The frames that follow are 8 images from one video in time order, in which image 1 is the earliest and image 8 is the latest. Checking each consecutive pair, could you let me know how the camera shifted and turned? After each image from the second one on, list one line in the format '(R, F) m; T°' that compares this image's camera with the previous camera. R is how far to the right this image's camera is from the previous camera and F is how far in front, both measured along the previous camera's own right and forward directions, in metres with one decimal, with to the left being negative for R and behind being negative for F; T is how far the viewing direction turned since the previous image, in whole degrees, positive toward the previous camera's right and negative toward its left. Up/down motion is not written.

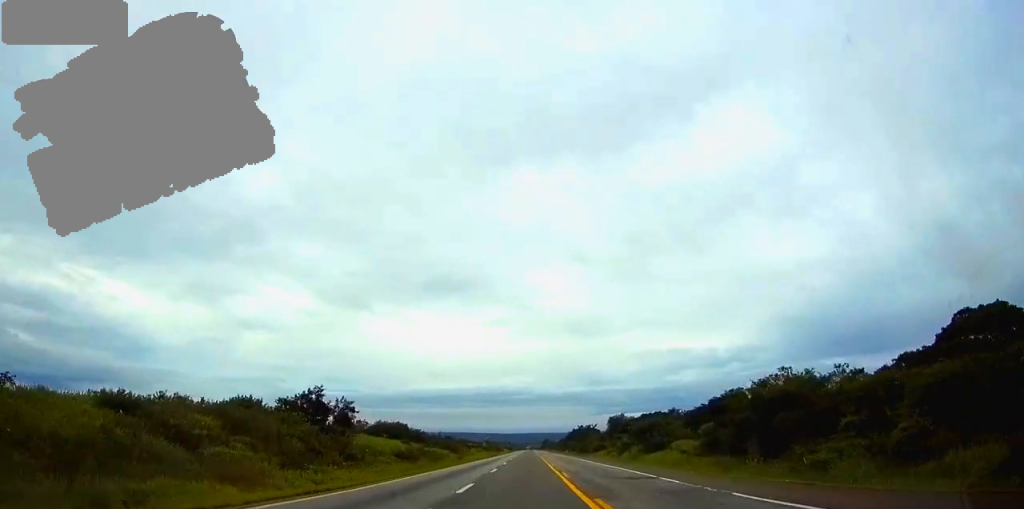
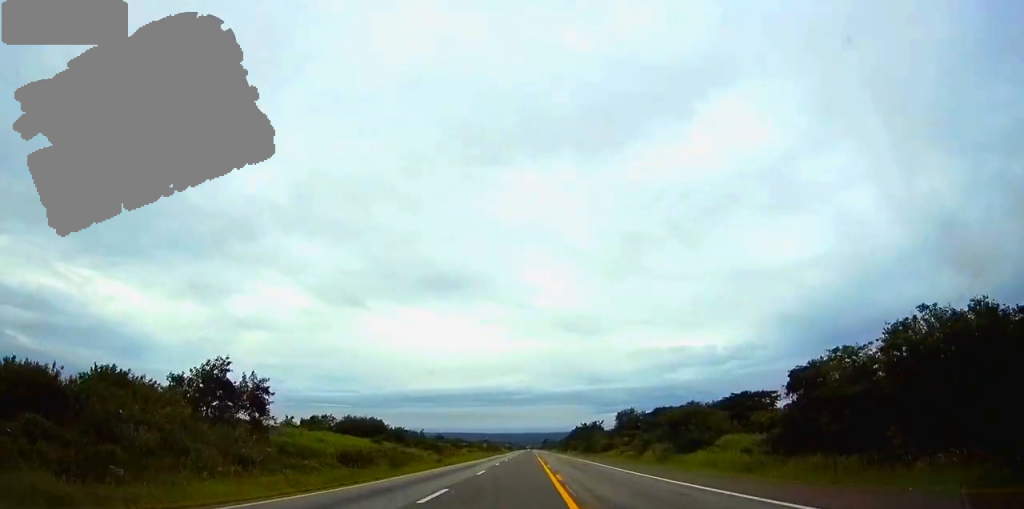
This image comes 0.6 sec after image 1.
(+0.1, +20.2) m; 0°
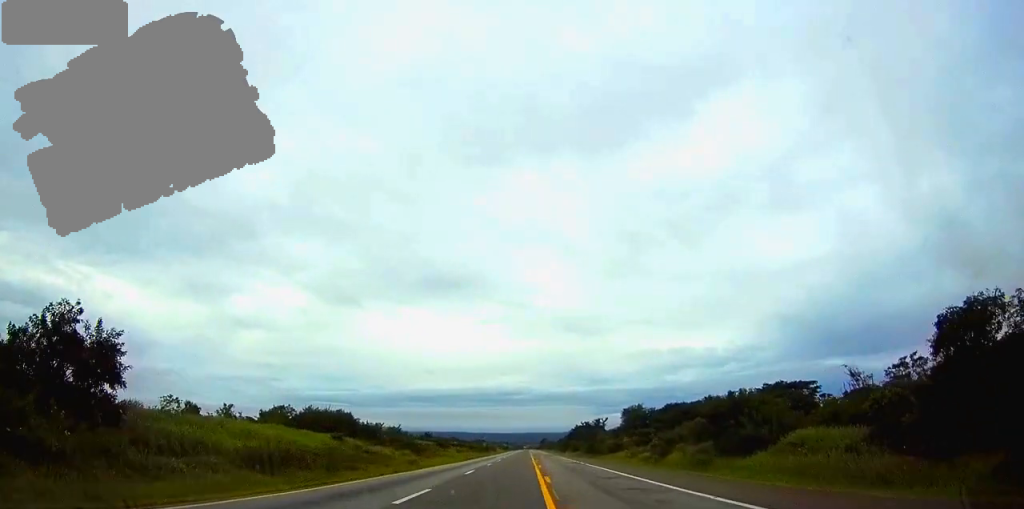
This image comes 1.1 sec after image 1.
(0.0, +17.0) m; 0°
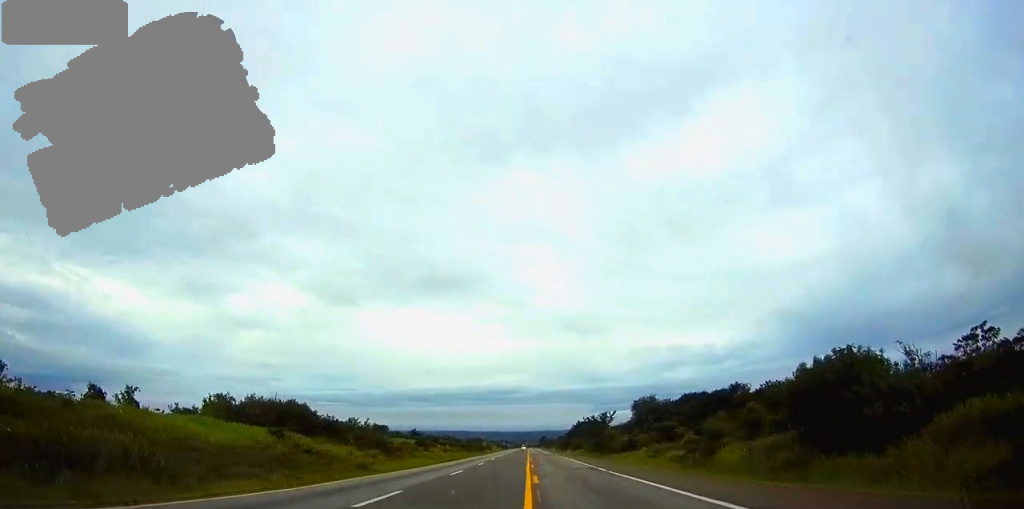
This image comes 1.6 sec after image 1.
(0.0, +18.1) m; 0°
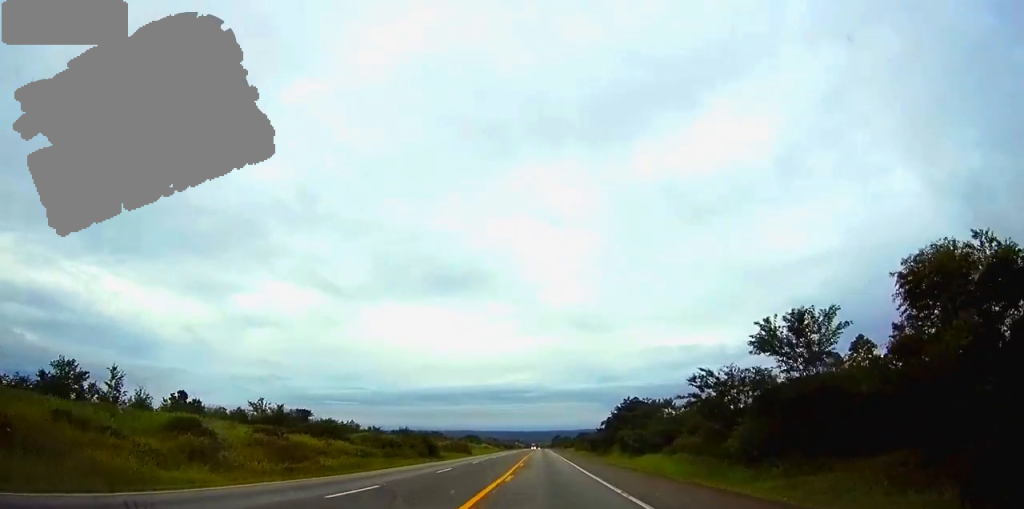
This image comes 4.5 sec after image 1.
(-0.6, +96.8) m; -1°
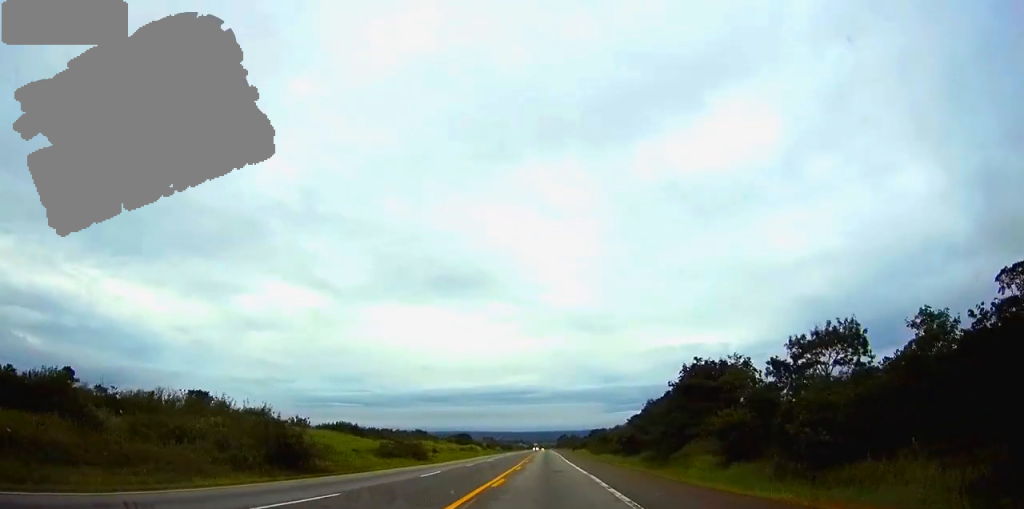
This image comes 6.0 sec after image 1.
(-0.1, +53.1) m; 0°
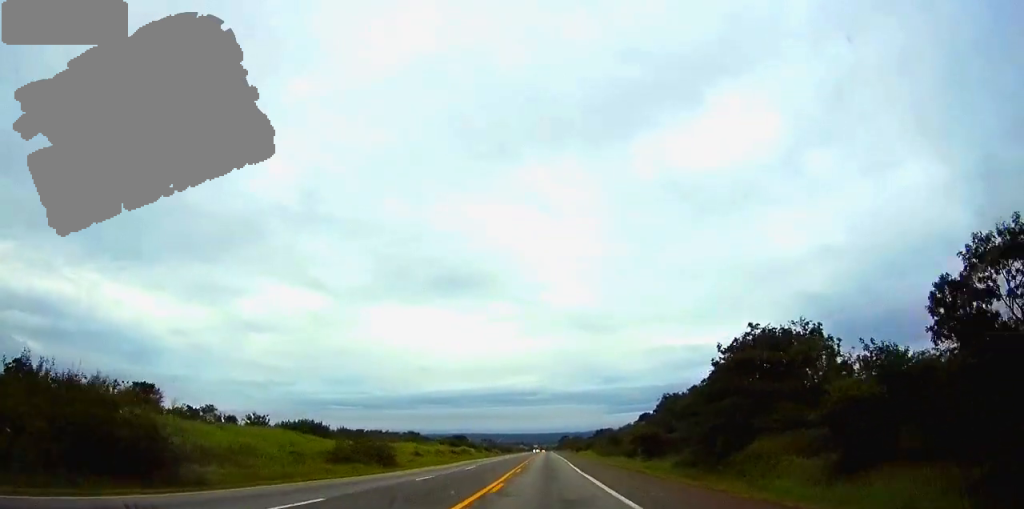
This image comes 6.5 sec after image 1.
(0.0, +17.3) m; 0°
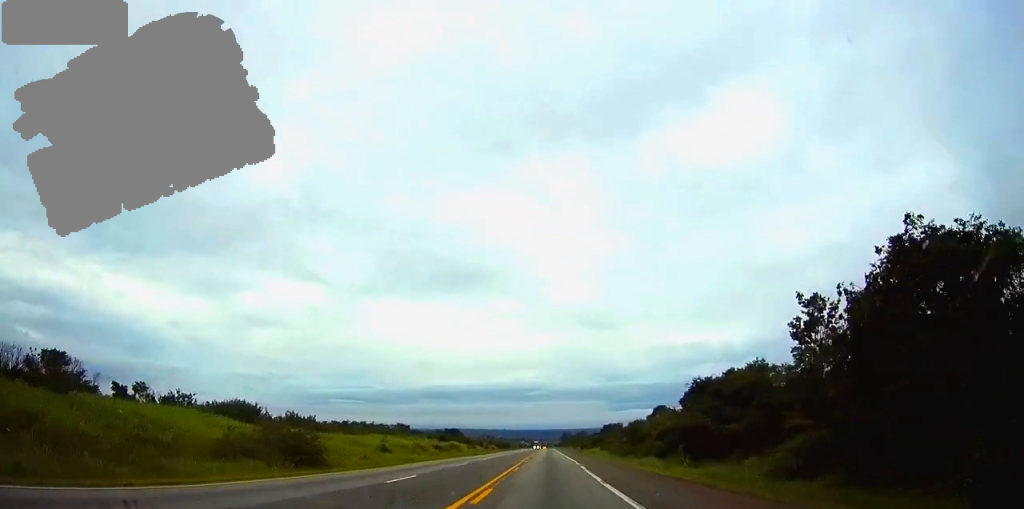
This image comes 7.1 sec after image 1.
(0.0, +22.0) m; 0°
